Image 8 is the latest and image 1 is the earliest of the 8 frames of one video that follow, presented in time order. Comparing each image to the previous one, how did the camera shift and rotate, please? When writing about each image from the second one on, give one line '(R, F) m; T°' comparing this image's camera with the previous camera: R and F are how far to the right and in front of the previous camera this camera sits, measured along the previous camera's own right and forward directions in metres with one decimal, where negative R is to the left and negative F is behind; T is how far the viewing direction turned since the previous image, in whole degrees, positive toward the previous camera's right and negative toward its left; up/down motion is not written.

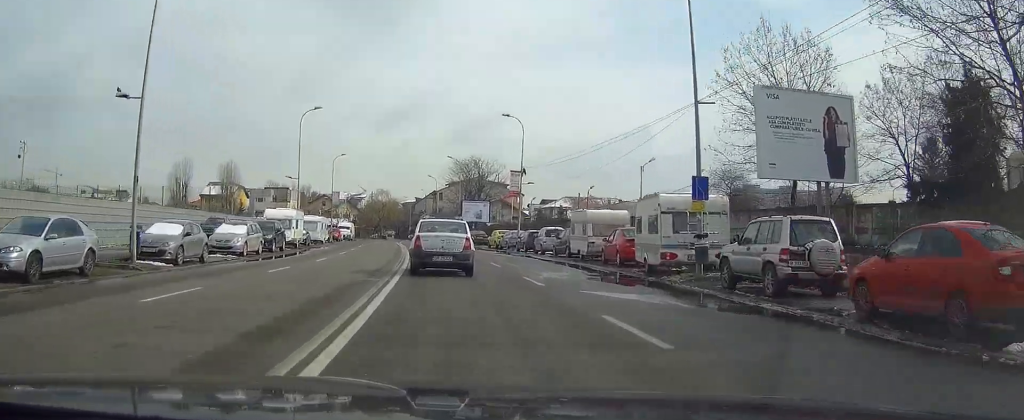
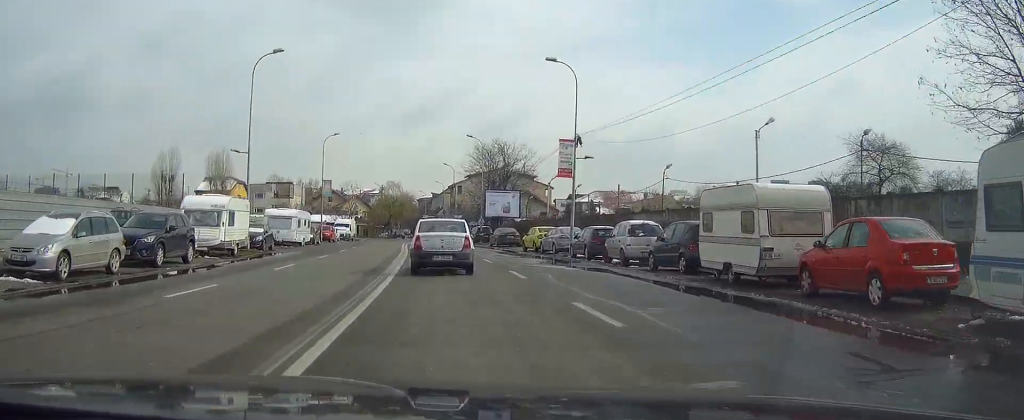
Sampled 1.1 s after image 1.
(-0.1, +17.1) m; -1°
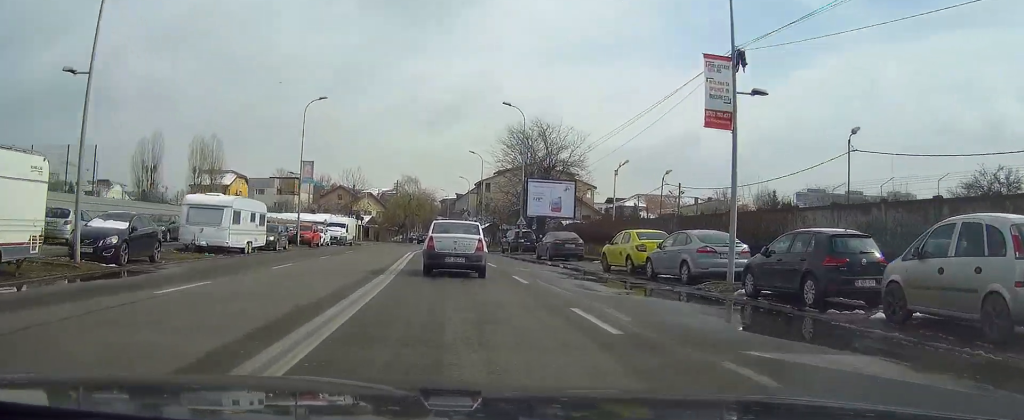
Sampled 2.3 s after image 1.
(-0.2, +19.0) m; -1°
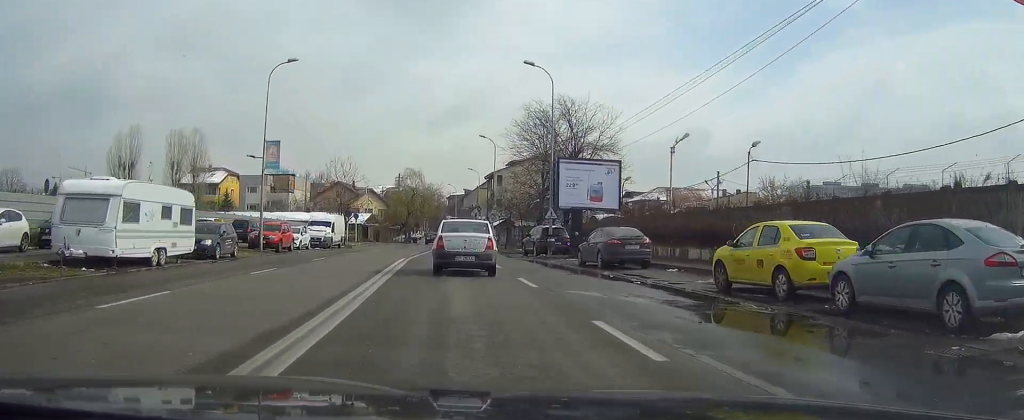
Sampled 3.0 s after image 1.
(-0.1, +11.4) m; -1°
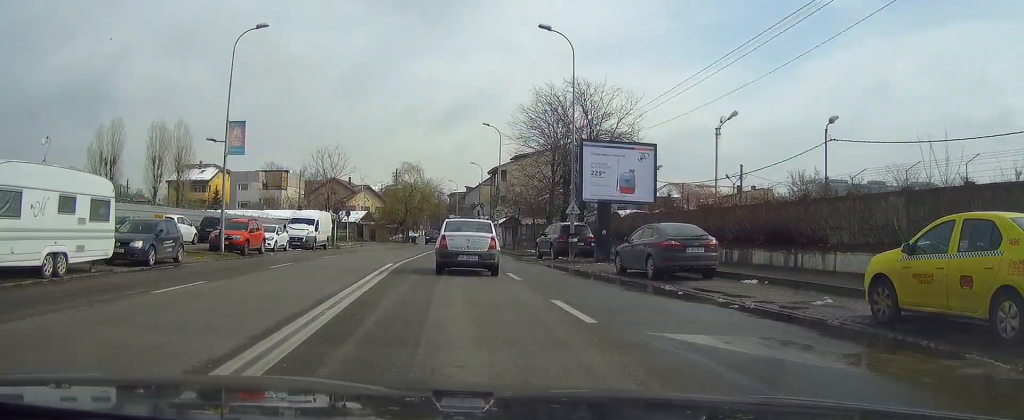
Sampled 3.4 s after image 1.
(-0.1, +6.6) m; 0°
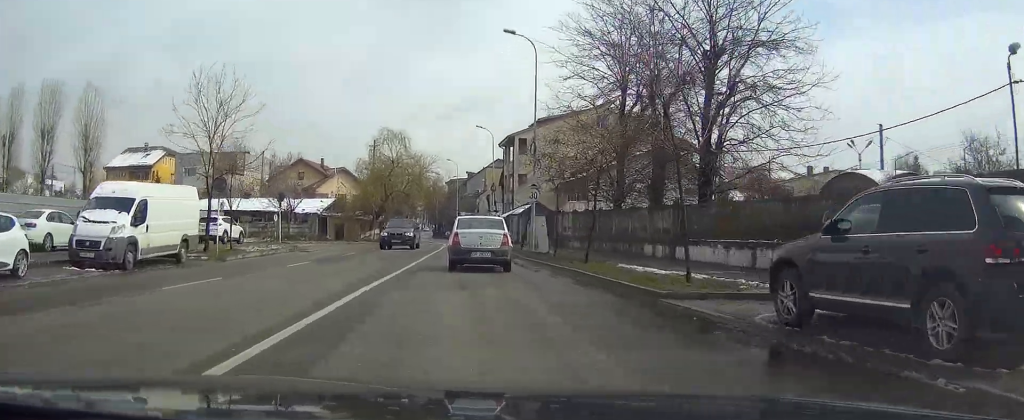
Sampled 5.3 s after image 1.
(+0.1, +27.3) m; +1°
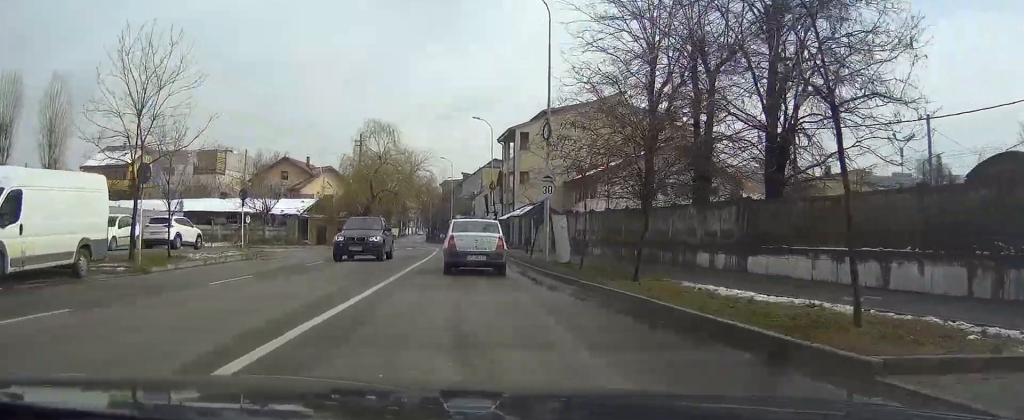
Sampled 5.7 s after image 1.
(0.0, +6.8) m; 0°
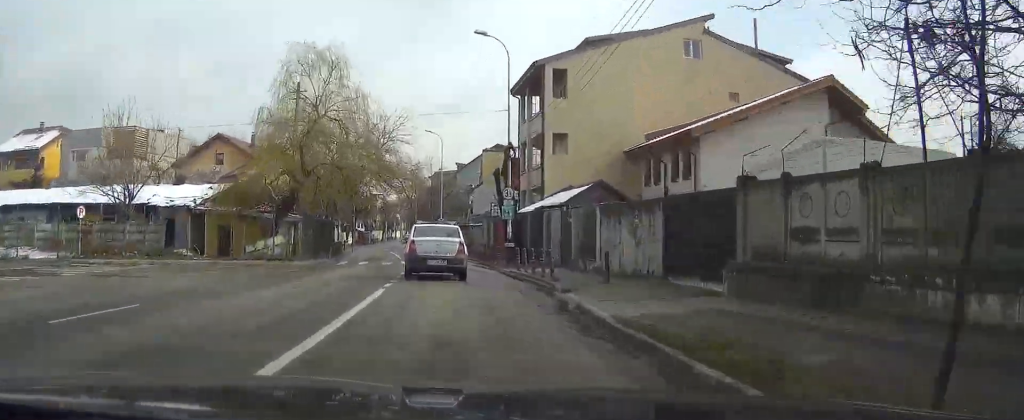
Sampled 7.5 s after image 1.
(-0.1, +24.8) m; -1°
